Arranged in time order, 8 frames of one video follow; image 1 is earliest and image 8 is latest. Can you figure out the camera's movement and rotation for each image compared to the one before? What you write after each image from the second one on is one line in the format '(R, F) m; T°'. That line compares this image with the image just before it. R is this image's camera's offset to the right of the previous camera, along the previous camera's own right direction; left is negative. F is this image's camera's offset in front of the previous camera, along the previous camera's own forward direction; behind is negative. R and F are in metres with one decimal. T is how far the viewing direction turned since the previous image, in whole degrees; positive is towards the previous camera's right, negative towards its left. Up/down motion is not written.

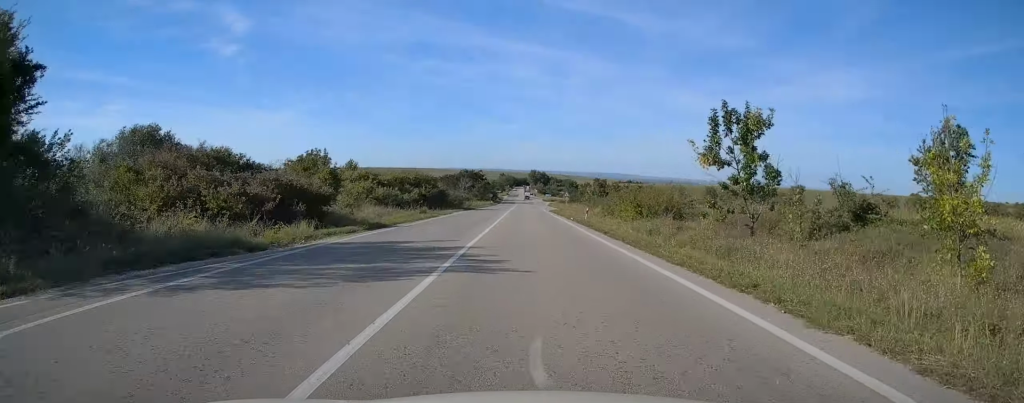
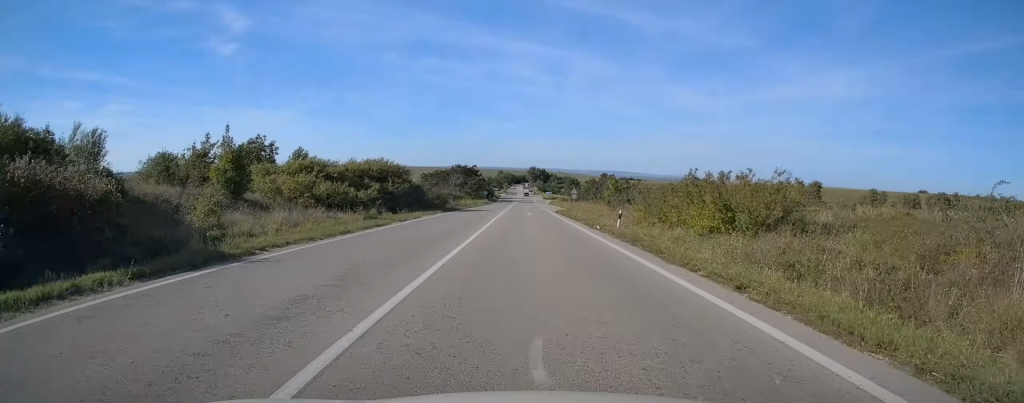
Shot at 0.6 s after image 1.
(0.0, +15.1) m; 0°
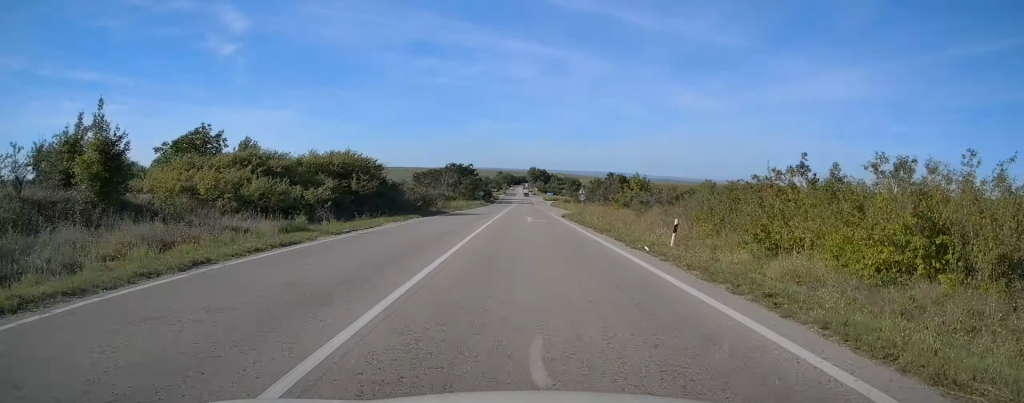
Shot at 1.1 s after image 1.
(-0.1, +10.1) m; 0°
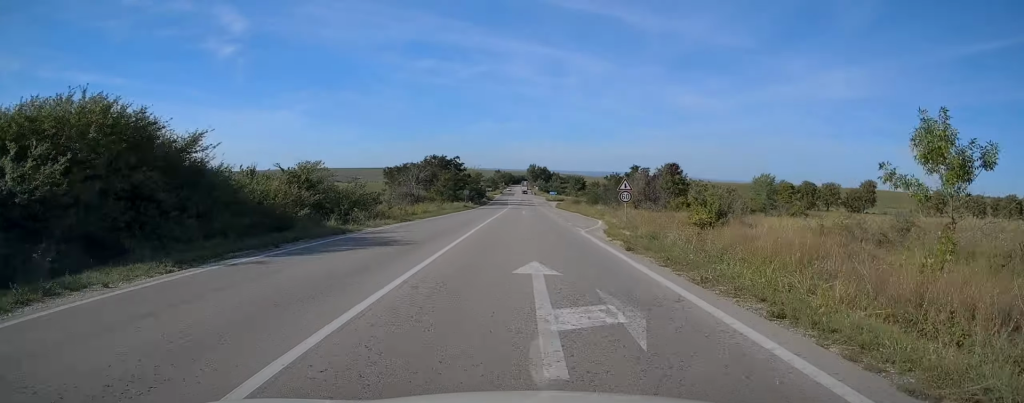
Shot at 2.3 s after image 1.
(0.0, +27.1) m; 0°
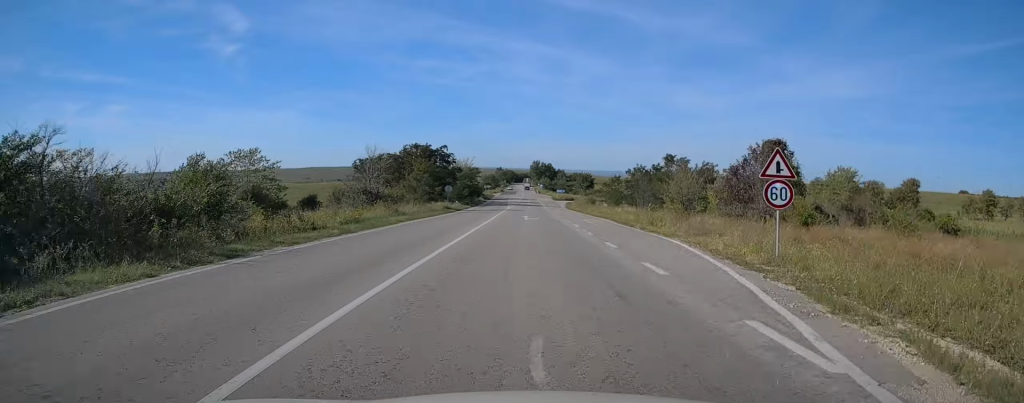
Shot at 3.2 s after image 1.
(0.0, +20.8) m; 0°
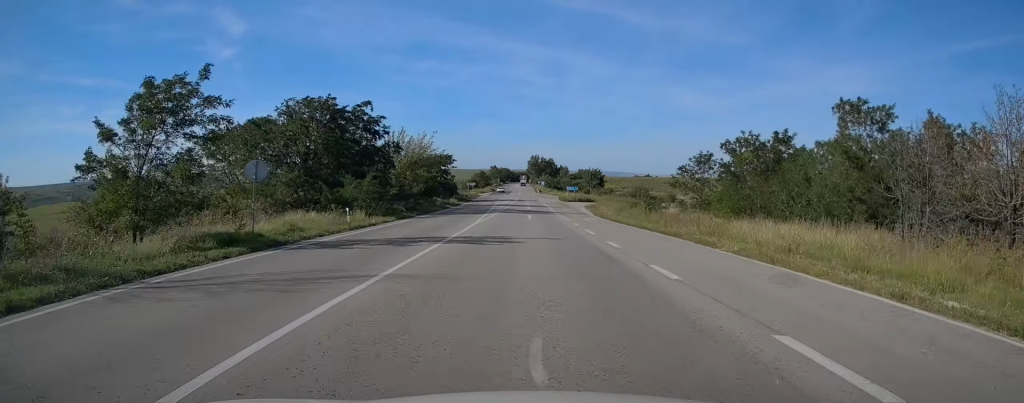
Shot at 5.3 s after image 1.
(-0.3, +42.6) m; 0°
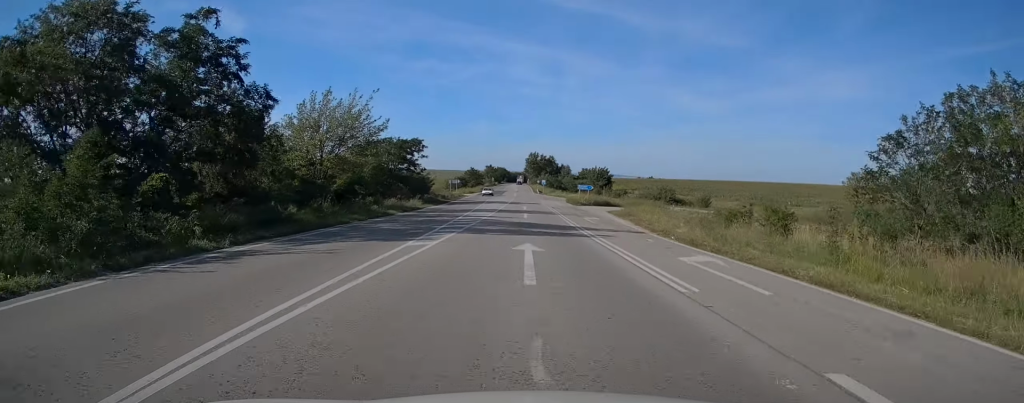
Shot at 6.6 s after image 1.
(+0.1, +25.2) m; 0°
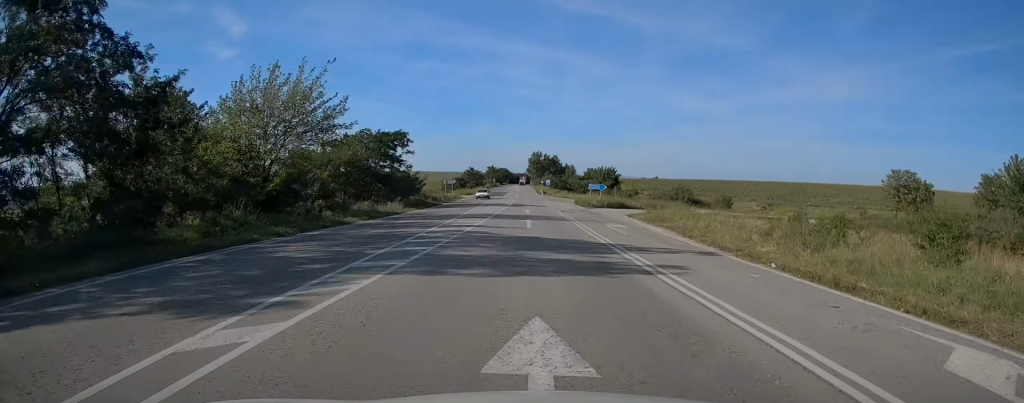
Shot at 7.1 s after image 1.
(0.0, +9.7) m; 0°
